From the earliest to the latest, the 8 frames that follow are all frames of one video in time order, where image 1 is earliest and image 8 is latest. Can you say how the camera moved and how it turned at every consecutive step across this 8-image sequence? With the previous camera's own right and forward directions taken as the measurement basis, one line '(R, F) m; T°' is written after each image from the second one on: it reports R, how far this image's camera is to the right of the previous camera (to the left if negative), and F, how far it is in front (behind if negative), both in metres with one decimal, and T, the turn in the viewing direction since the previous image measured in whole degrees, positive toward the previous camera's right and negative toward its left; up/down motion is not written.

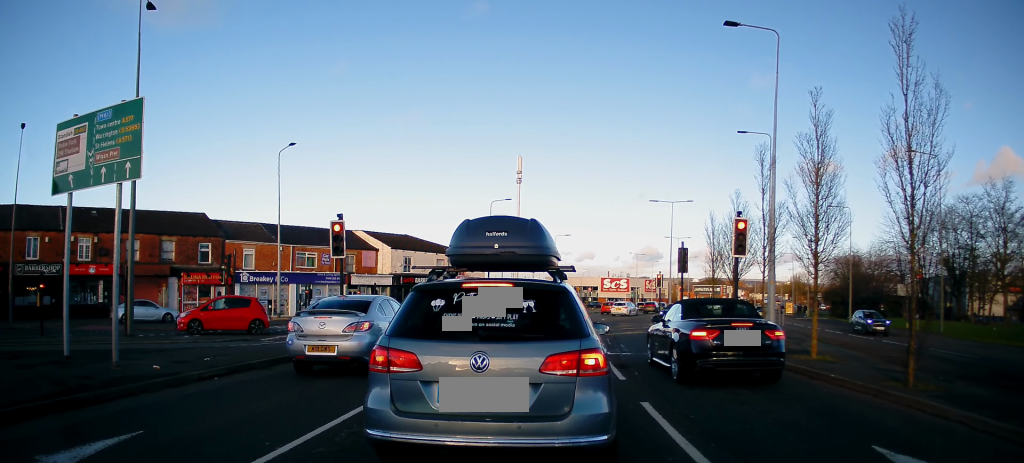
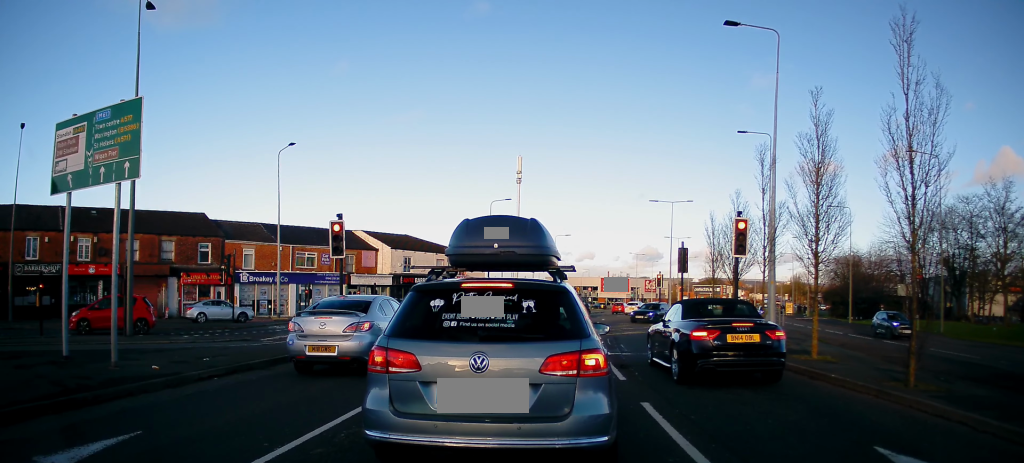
(0.0, 0.0) m; 0°
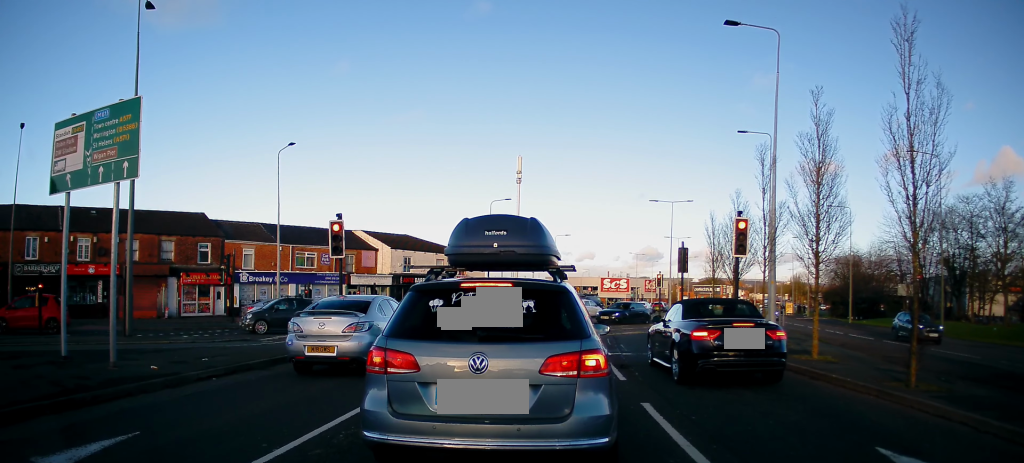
(0.0, 0.0) m; 0°
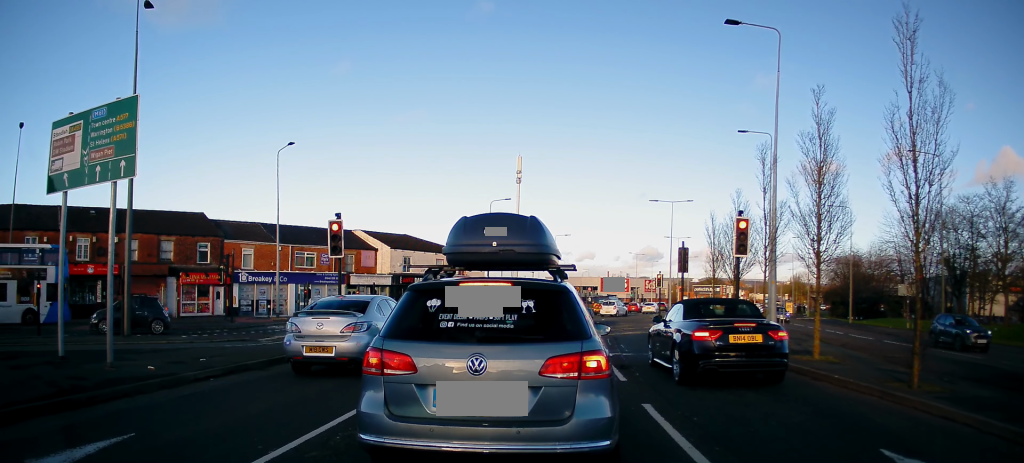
(0.0, 0.0) m; 0°
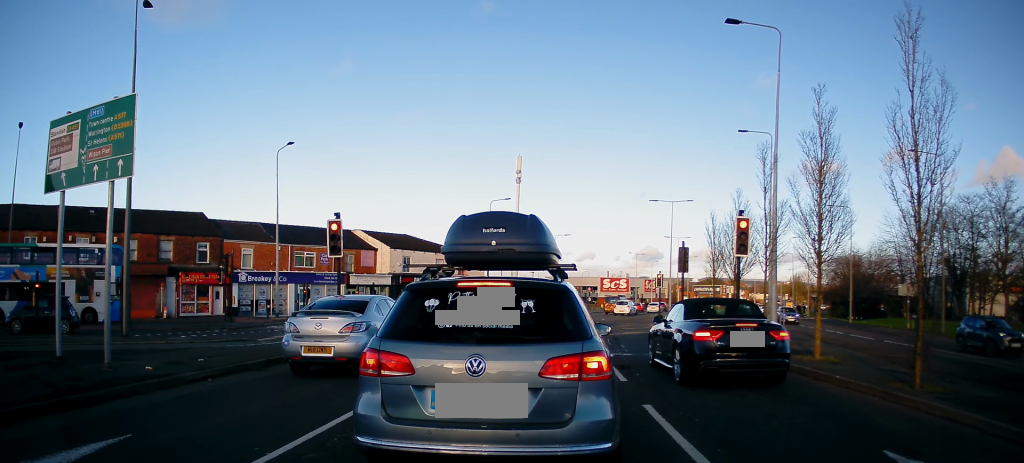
(0.0, 0.0) m; 0°
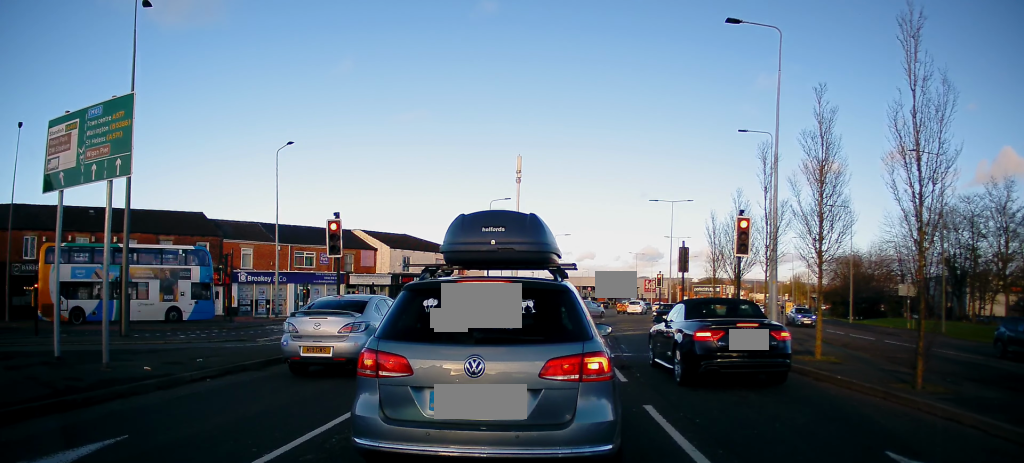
(0.0, 0.0) m; 0°
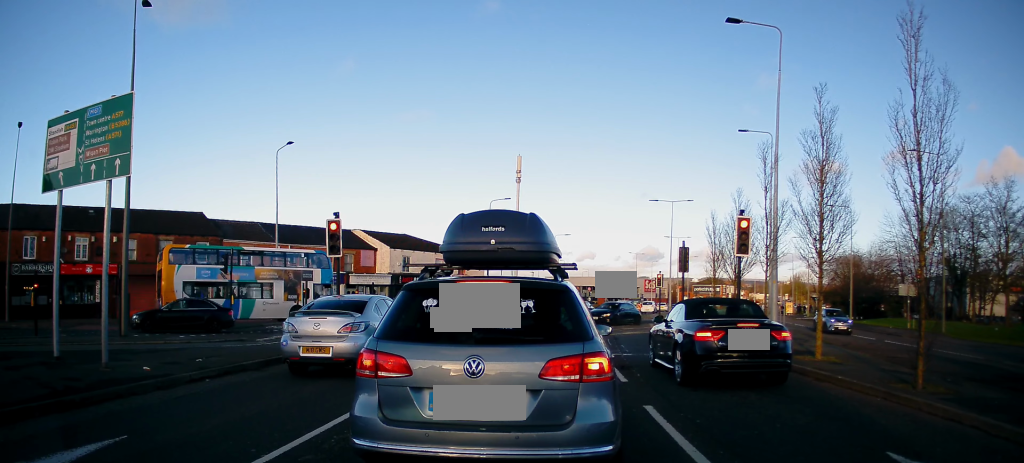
(0.0, 0.0) m; 0°
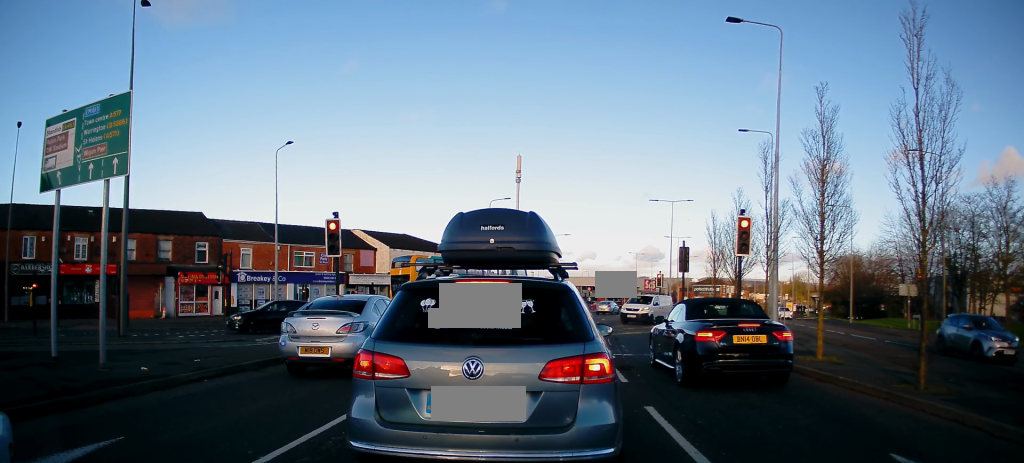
(0.0, 0.0) m; 0°
